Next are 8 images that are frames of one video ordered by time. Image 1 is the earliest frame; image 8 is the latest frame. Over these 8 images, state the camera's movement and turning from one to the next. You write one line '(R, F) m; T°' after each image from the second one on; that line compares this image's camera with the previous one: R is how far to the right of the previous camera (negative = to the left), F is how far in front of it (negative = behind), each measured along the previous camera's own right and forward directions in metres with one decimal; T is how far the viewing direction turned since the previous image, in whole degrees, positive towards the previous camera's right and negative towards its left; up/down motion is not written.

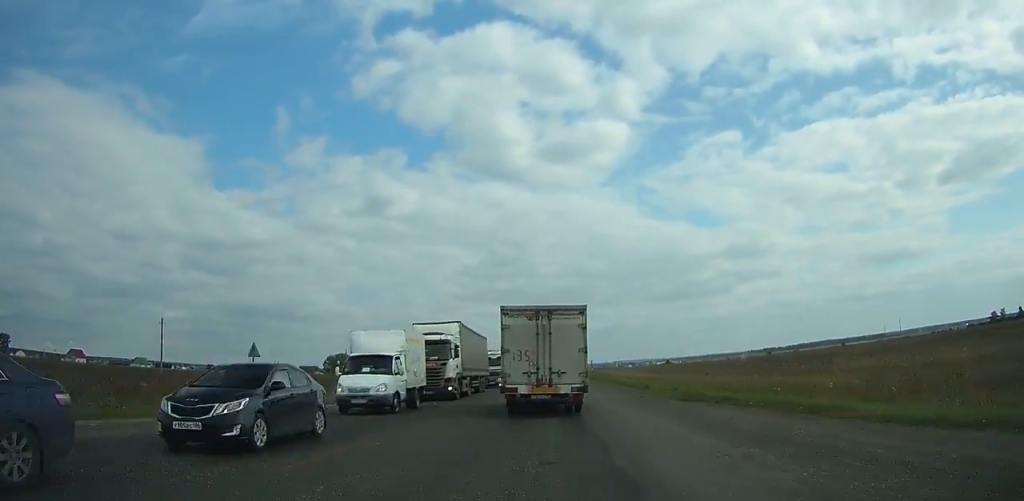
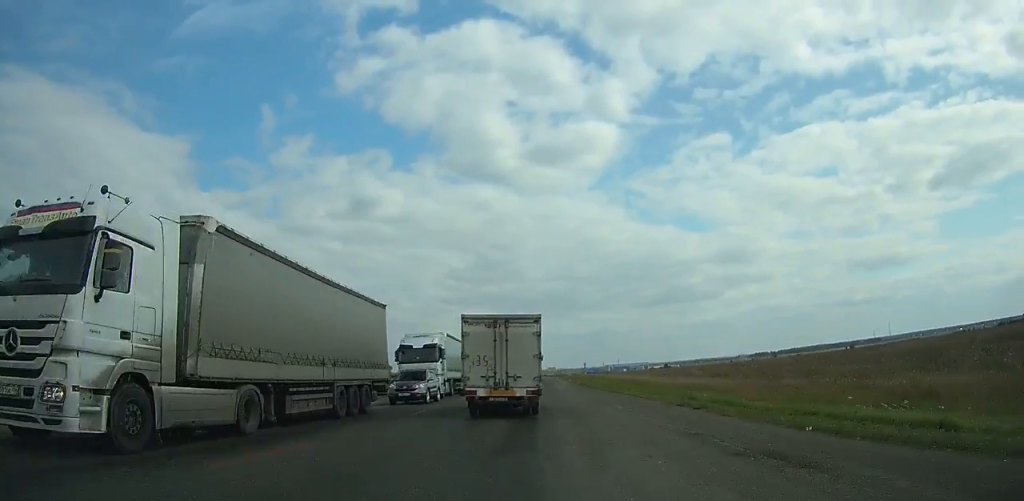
(0.0, +60.7) m; 0°
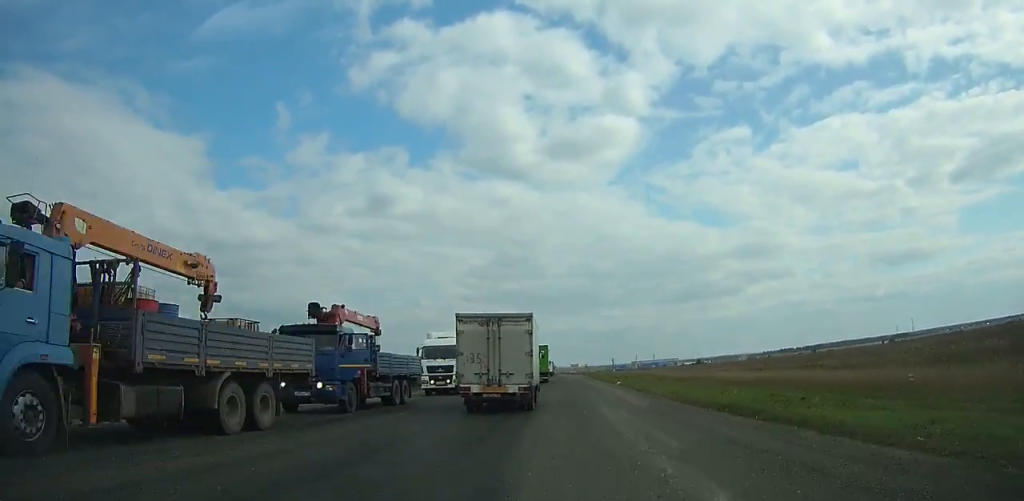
(+0.4, +49.5) m; 0°
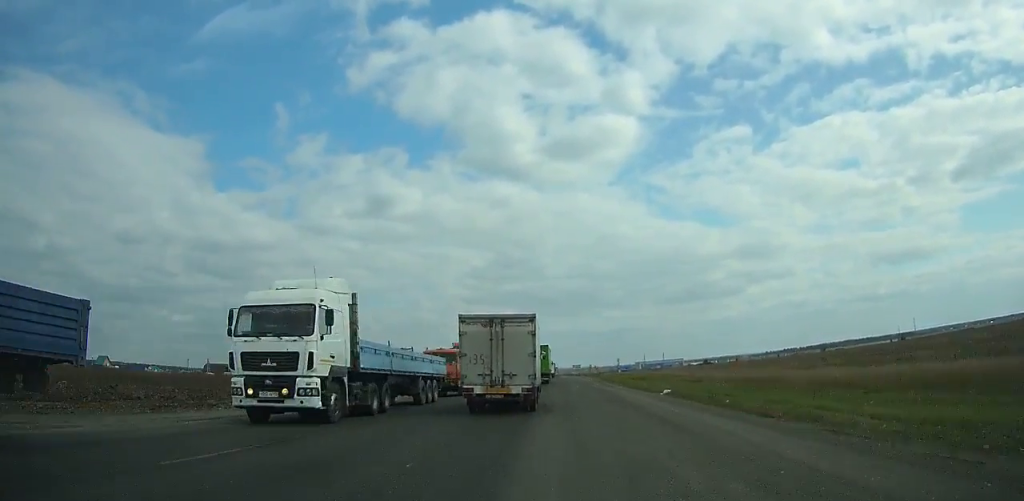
(+0.1, +21.0) m; 0°
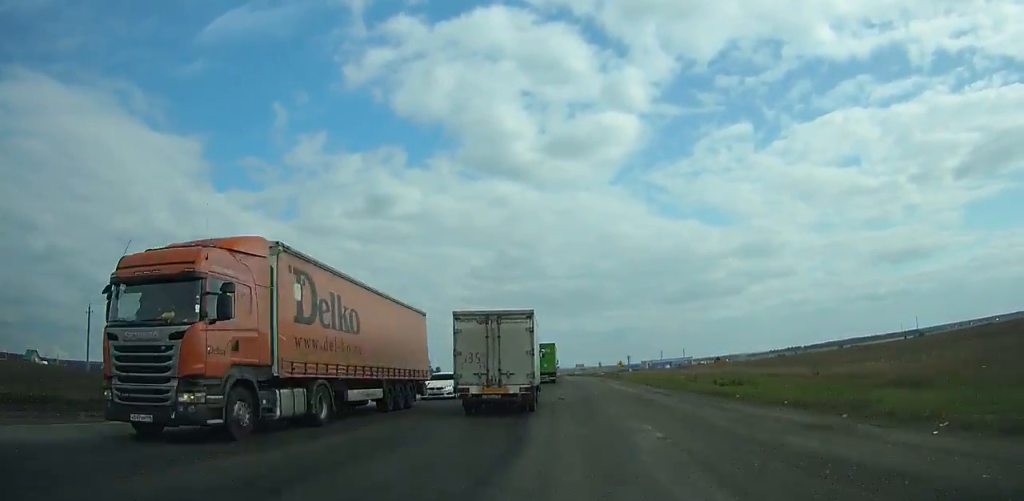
(-0.4, +36.7) m; 0°
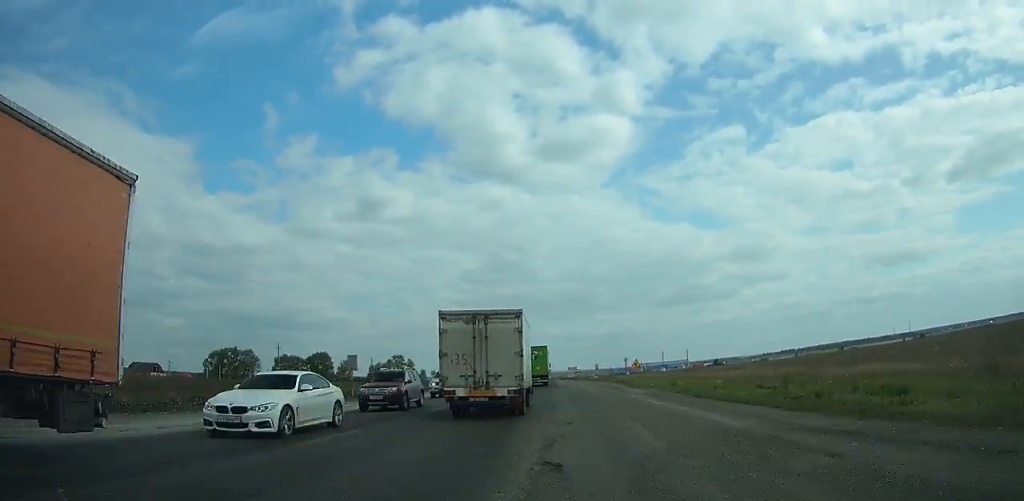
(+0.1, +18.3) m; 0°
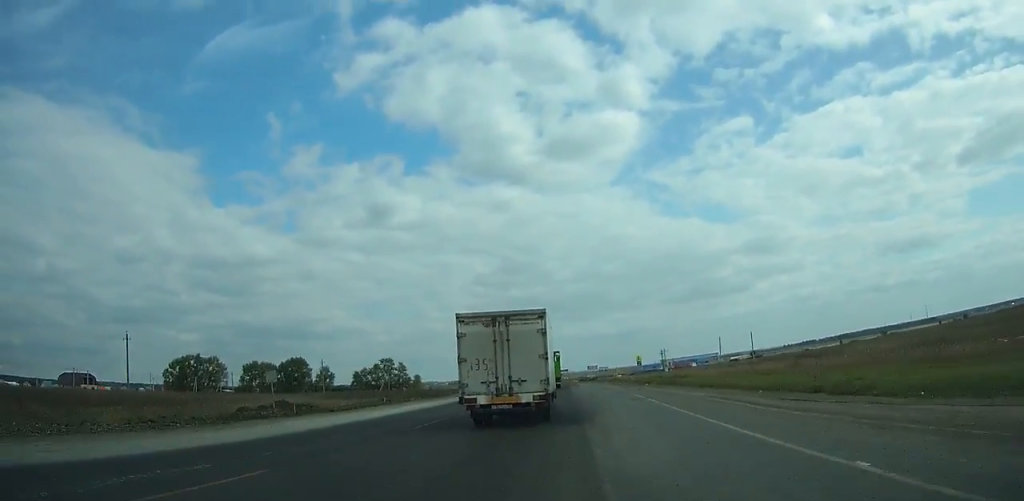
(+0.1, +52.2) m; -1°
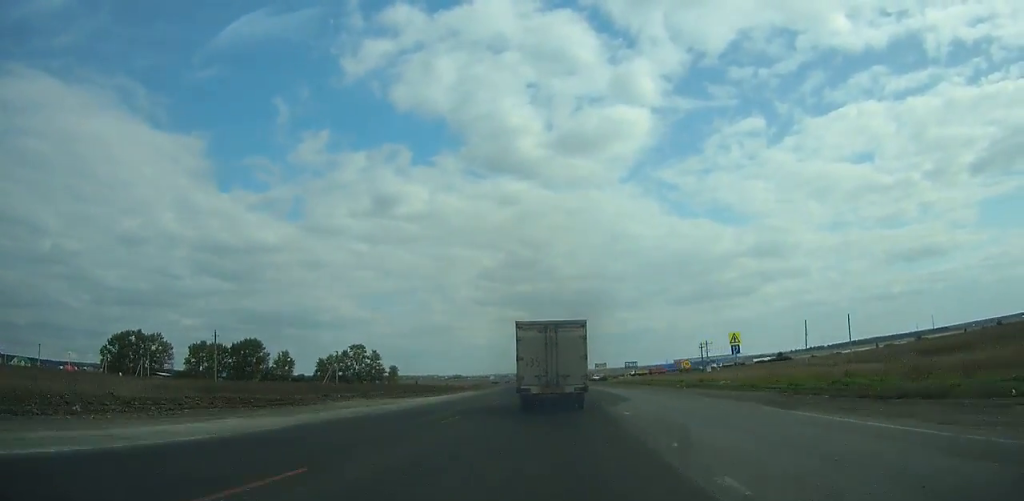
(-0.6, +48.7) m; -1°
